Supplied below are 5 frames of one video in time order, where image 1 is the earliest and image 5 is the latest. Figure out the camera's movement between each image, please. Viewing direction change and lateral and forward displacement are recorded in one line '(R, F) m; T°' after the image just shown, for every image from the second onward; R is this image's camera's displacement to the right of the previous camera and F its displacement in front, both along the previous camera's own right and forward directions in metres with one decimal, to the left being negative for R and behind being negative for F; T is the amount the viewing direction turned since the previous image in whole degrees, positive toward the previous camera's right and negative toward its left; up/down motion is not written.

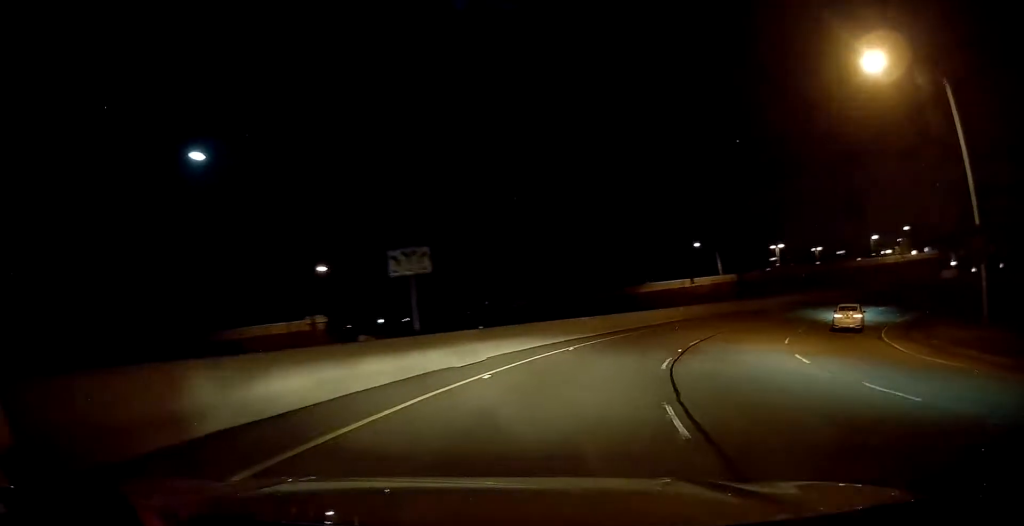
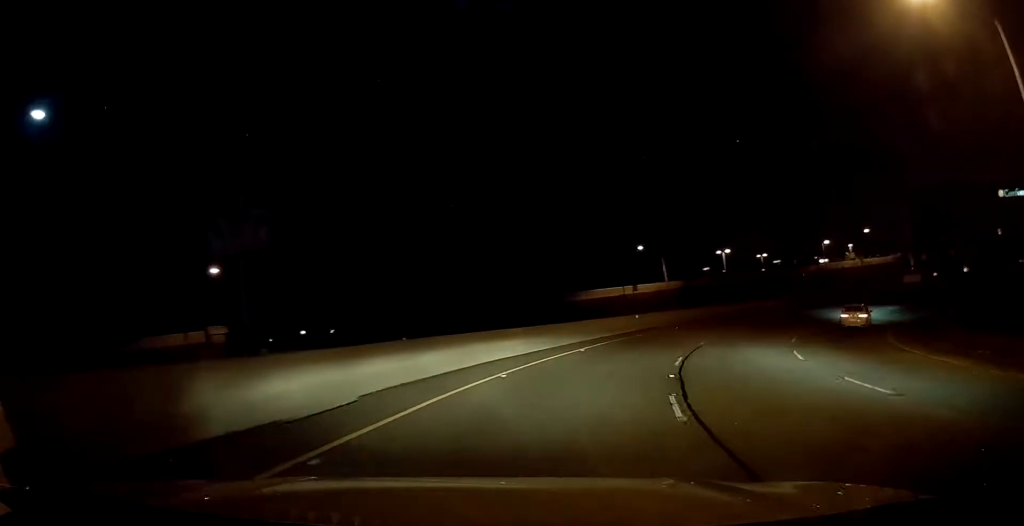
(-0.1, +6.0) m; +5°
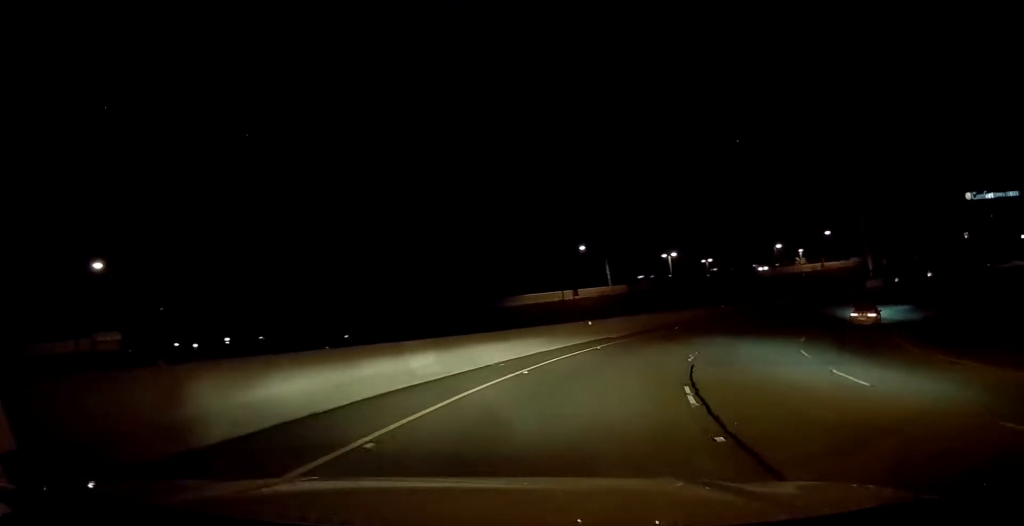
(+0.7, +6.4) m; +8°
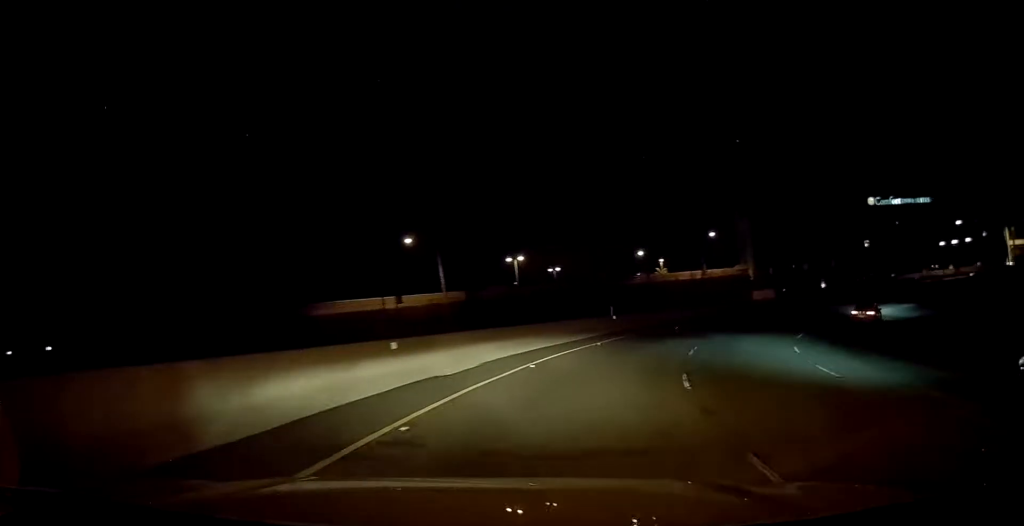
(+1.9, +13.4) m; +16°
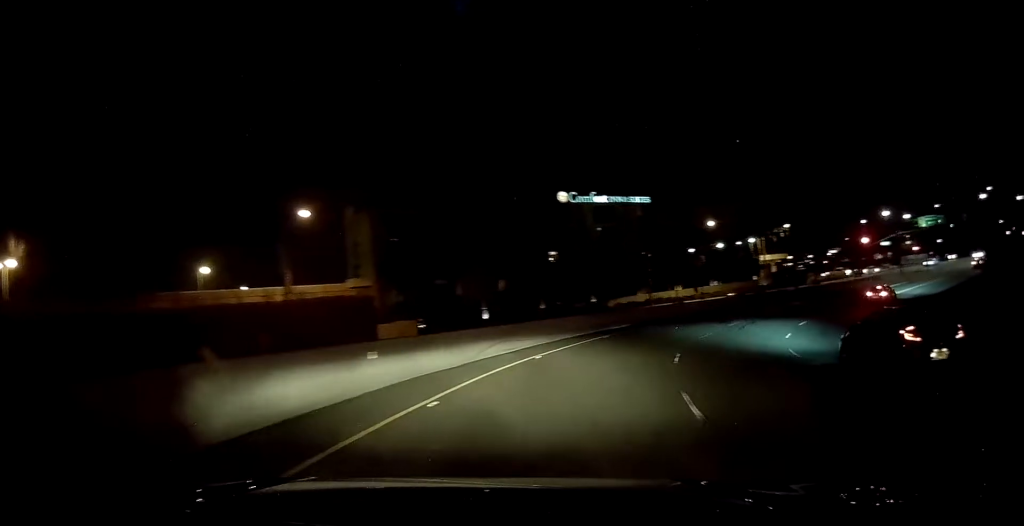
(+11.8, +33.4) m; +40°
